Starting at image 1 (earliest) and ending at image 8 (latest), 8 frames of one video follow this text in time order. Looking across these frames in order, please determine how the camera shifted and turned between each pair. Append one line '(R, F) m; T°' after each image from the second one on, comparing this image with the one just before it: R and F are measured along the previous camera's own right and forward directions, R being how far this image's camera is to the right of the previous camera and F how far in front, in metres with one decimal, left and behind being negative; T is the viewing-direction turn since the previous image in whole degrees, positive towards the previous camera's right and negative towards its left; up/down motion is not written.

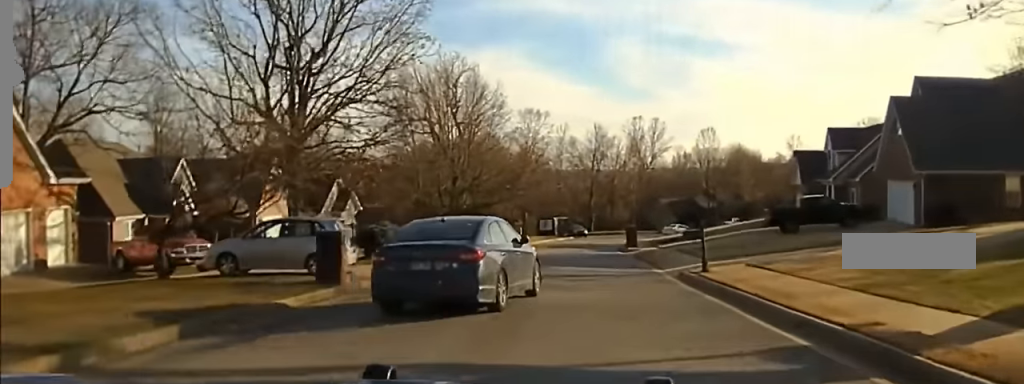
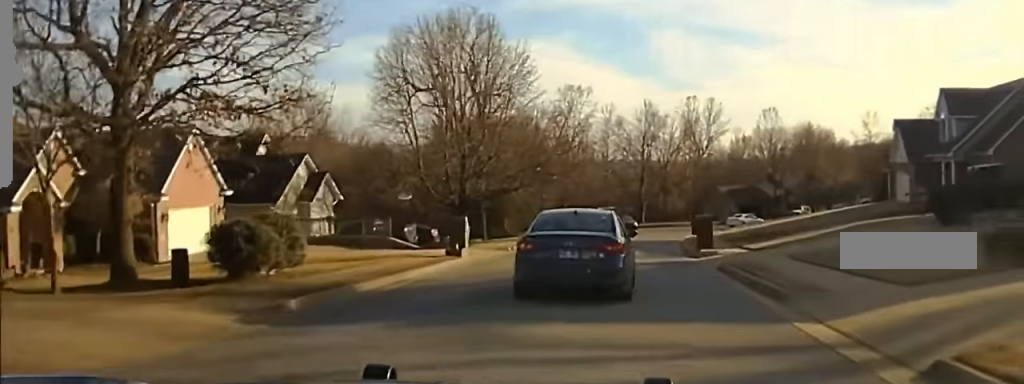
(-0.4, +15.8) m; -5°
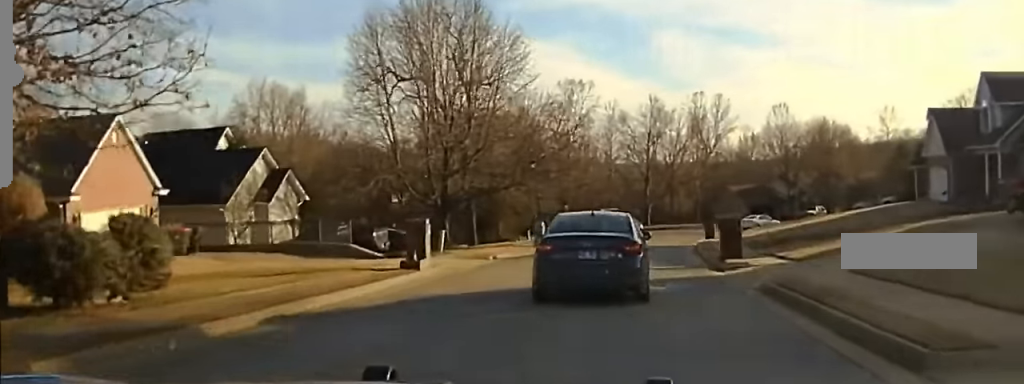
(-0.4, +7.5) m; -2°
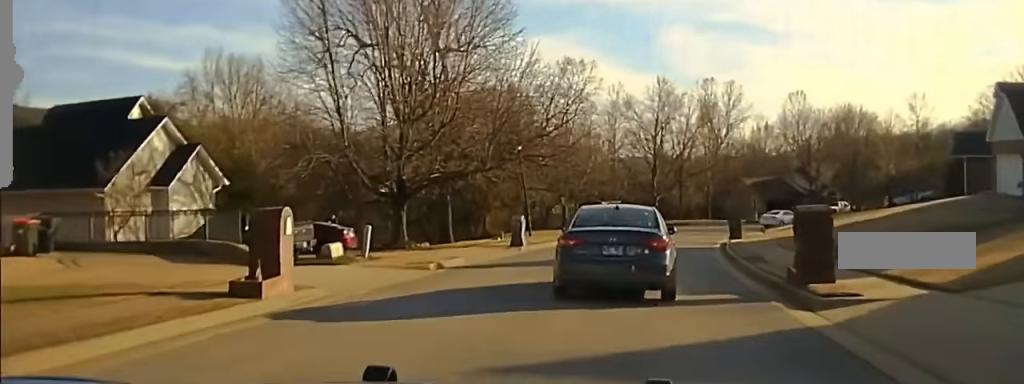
(-0.3, +13.2) m; -1°
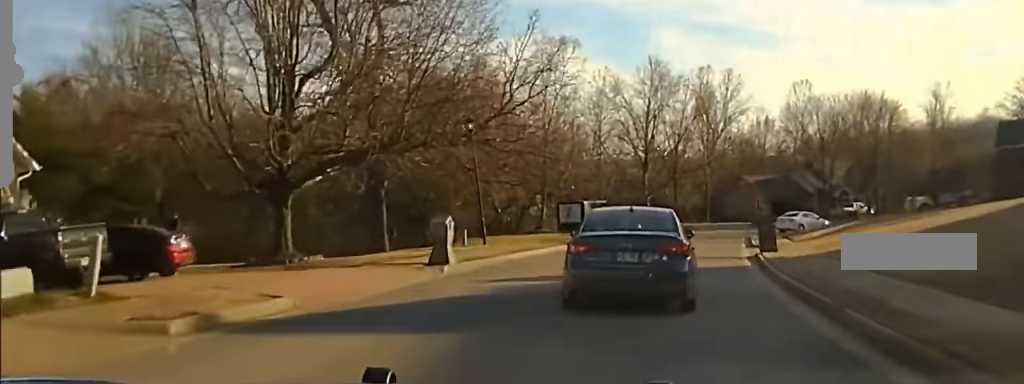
(0.0, +15.5) m; 0°
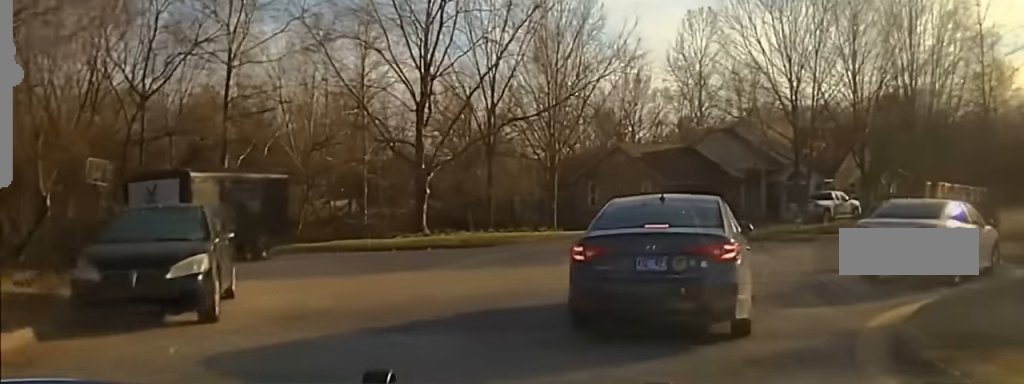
(0.0, +18.5) m; +1°
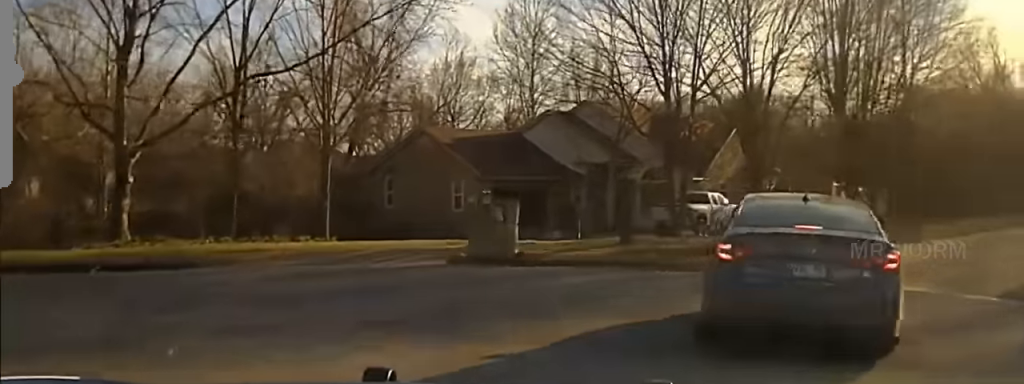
(+0.6, +23.8) m; +5°
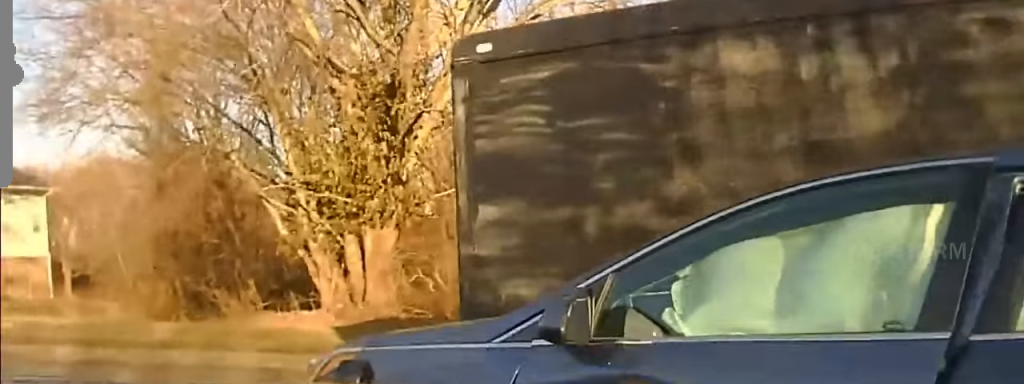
(-5.8, +25.3) m; -78°
